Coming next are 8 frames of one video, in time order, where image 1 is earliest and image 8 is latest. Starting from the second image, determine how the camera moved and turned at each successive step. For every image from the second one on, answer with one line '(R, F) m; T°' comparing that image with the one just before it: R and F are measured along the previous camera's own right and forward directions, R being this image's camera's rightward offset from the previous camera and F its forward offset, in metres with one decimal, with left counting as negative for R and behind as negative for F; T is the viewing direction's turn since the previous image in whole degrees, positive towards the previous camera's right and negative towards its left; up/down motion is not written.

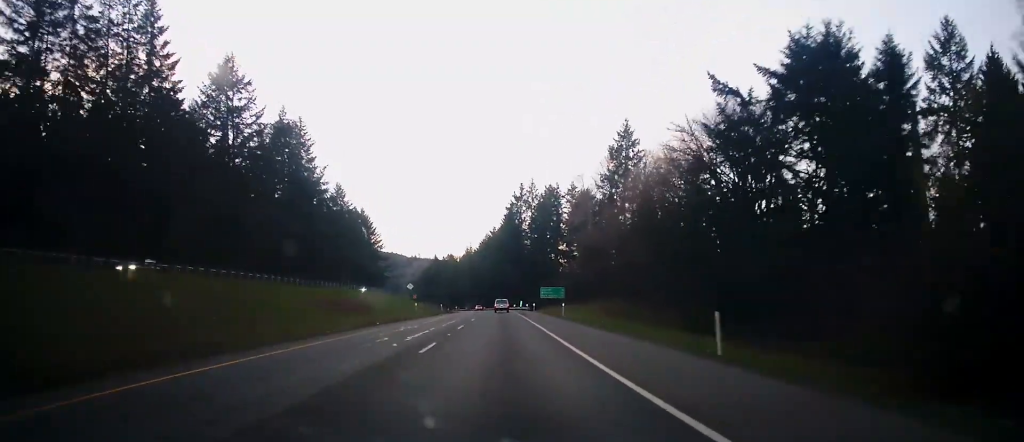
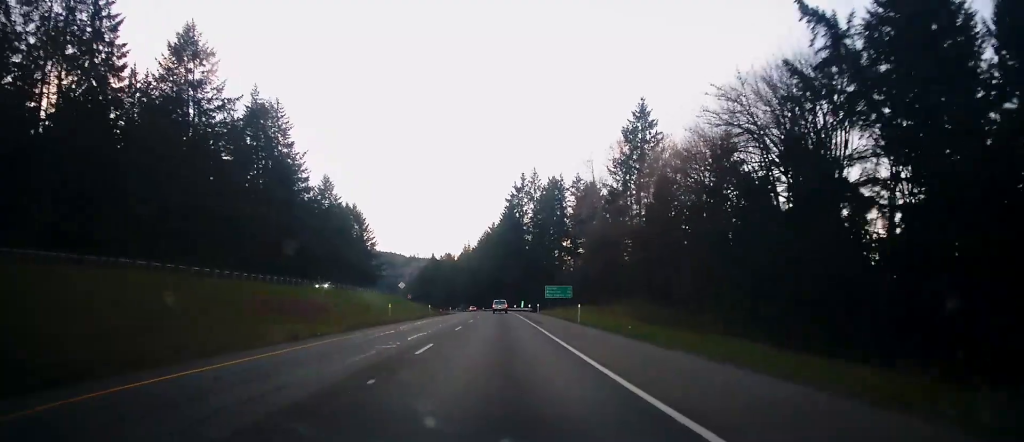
(-0.2, +12.6) m; 0°
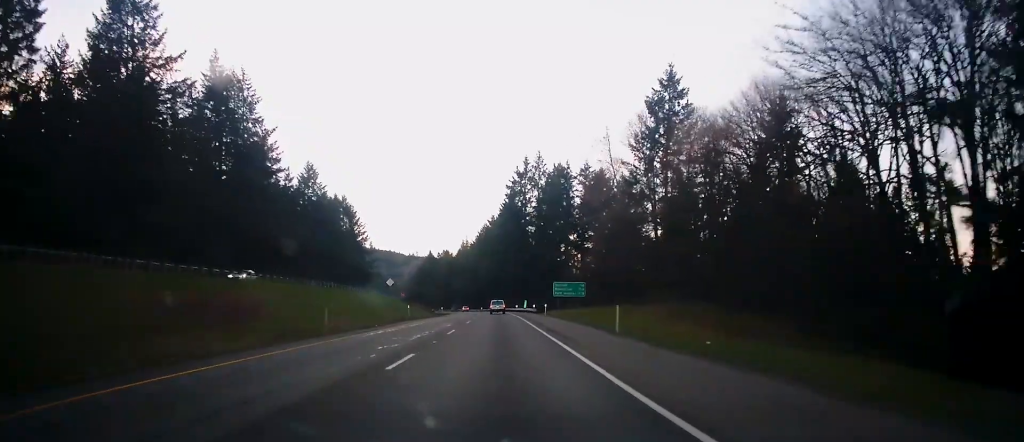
(+0.3, +15.4) m; 0°
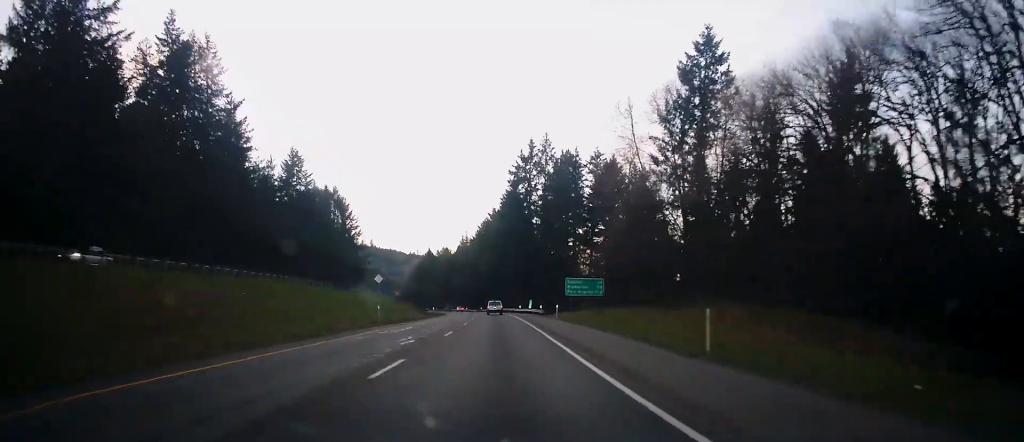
(+0.2, +13.4) m; 0°
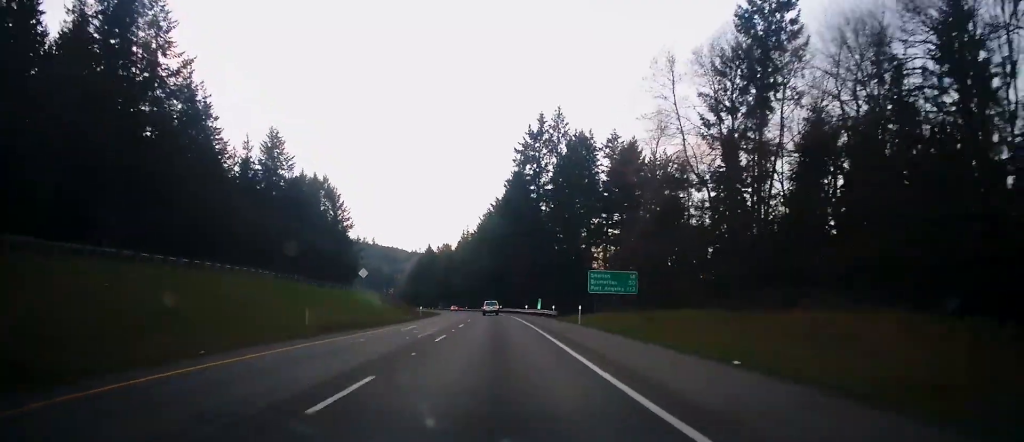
(-0.3, +15.2) m; -1°
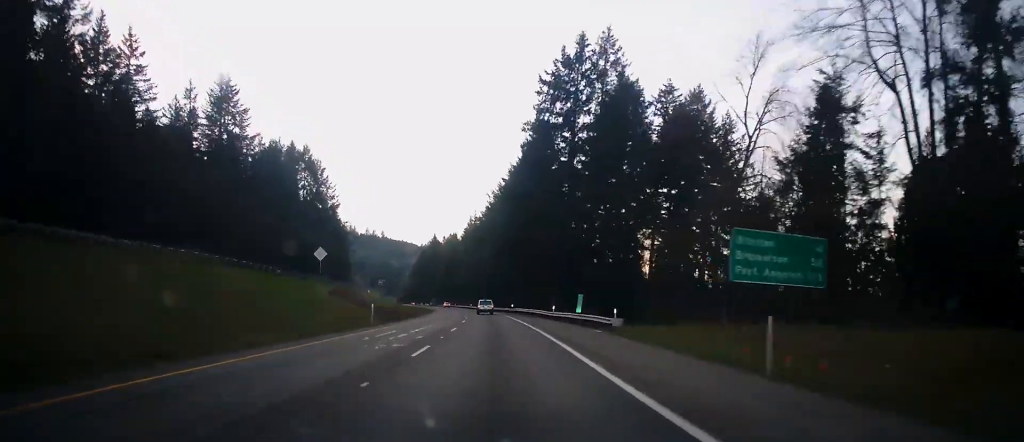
(-0.4, +30.3) m; -1°
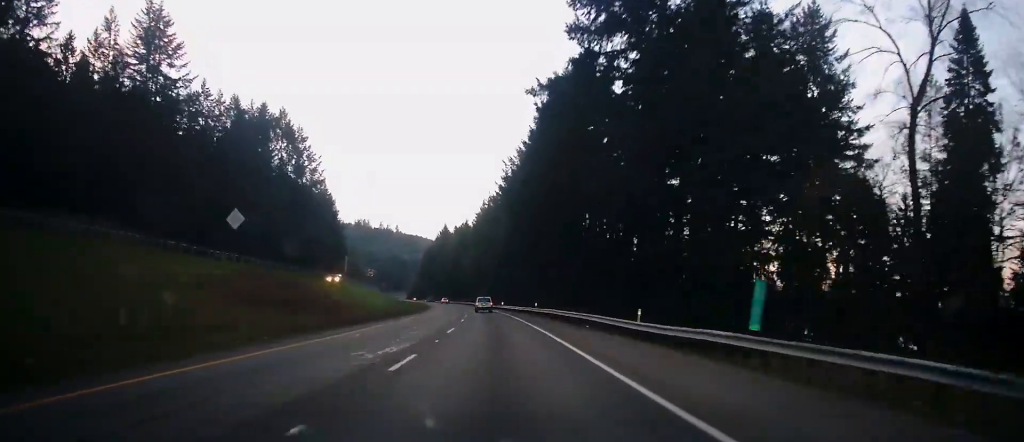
(-0.1, +27.4) m; -1°
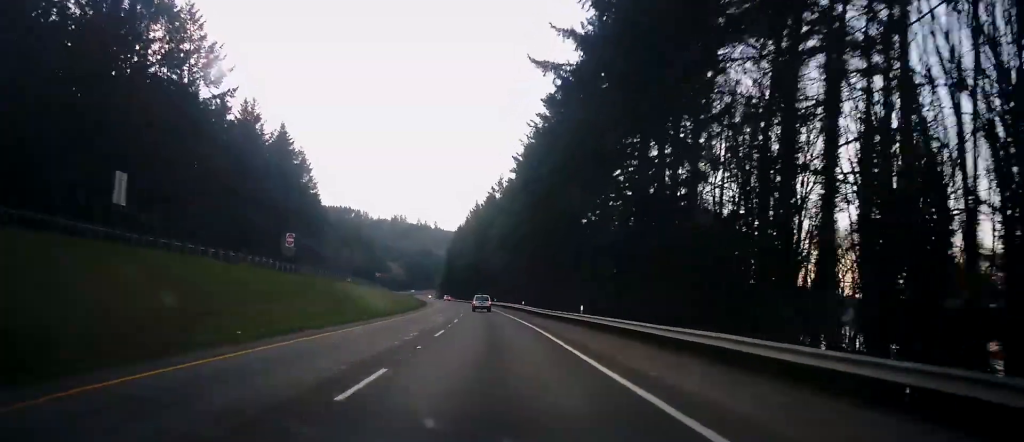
(-2.6, +64.3) m; -4°
